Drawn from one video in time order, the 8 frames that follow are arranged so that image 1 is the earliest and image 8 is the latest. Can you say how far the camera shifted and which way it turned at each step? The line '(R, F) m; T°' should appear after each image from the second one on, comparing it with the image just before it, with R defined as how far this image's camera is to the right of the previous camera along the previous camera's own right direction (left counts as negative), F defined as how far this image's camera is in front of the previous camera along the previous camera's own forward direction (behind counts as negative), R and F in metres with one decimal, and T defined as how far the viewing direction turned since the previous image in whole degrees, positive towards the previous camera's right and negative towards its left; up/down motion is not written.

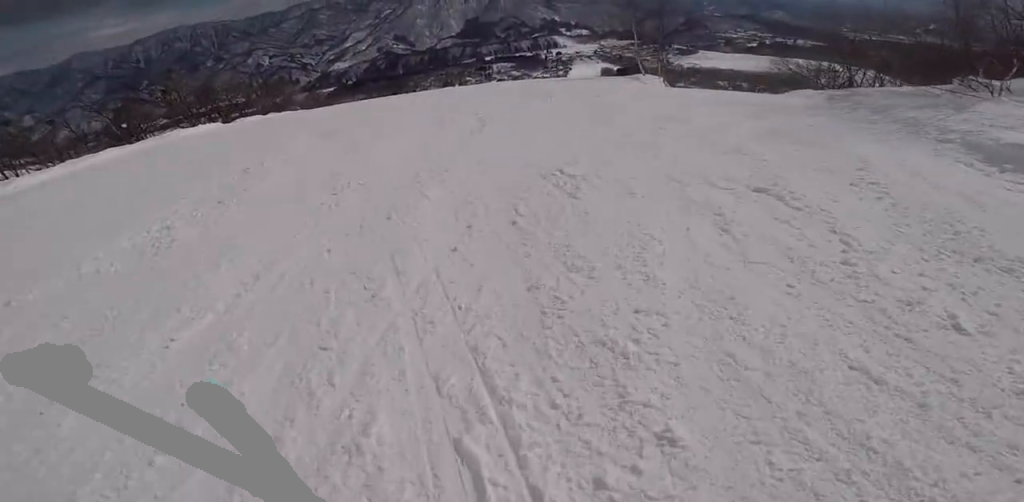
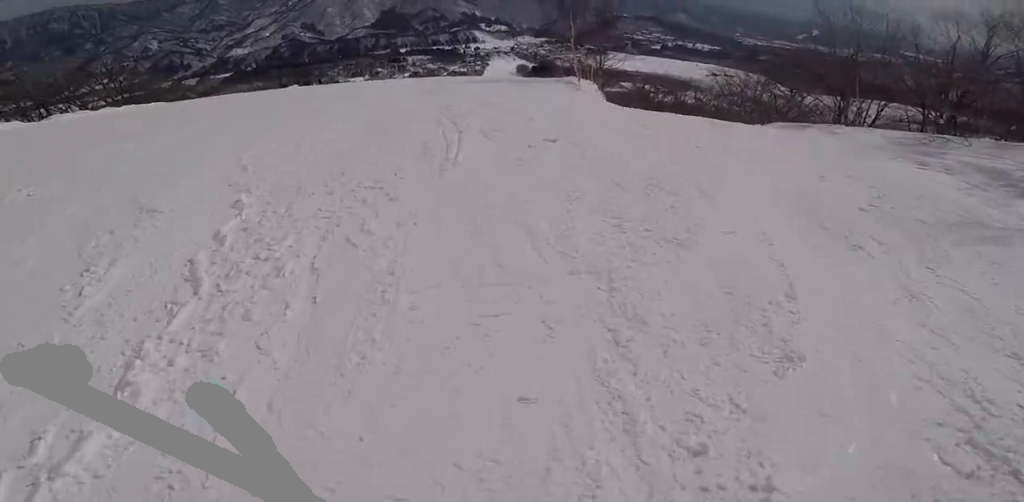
(+1.1, +8.7) m; +7°
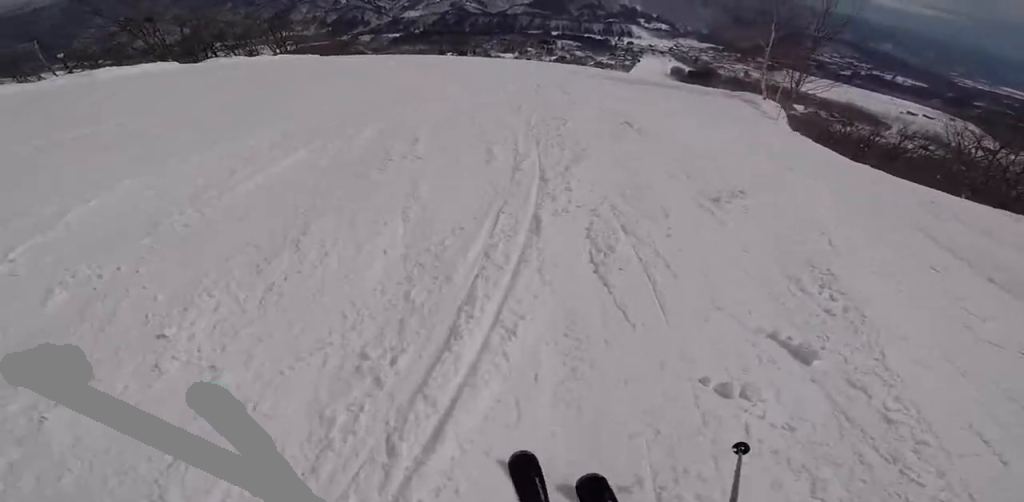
(-0.2, +4.9) m; -5°
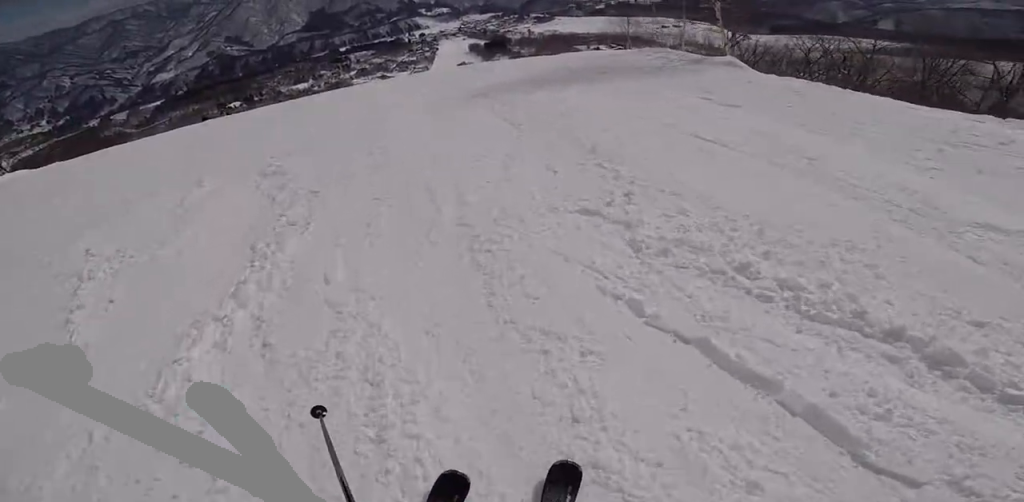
(-1.1, +11.1) m; -6°
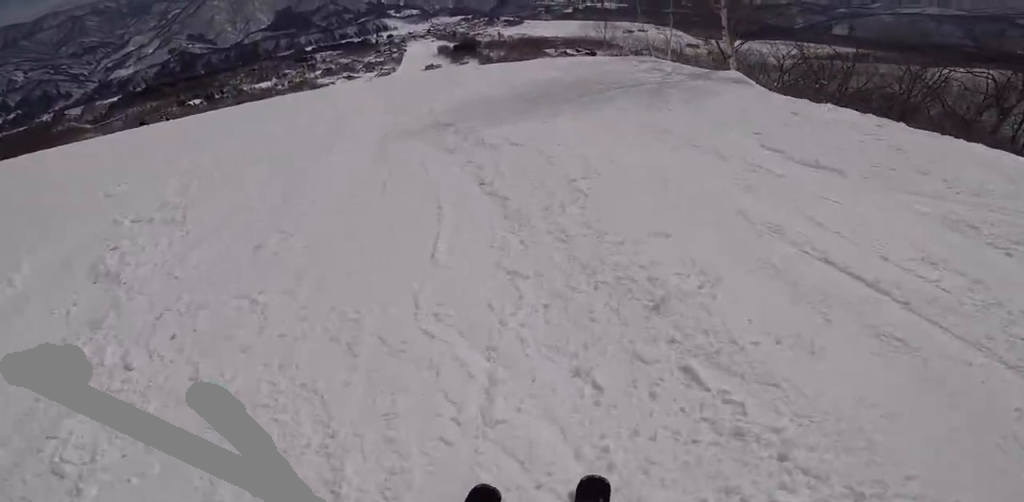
(0.0, +2.5) m; +1°
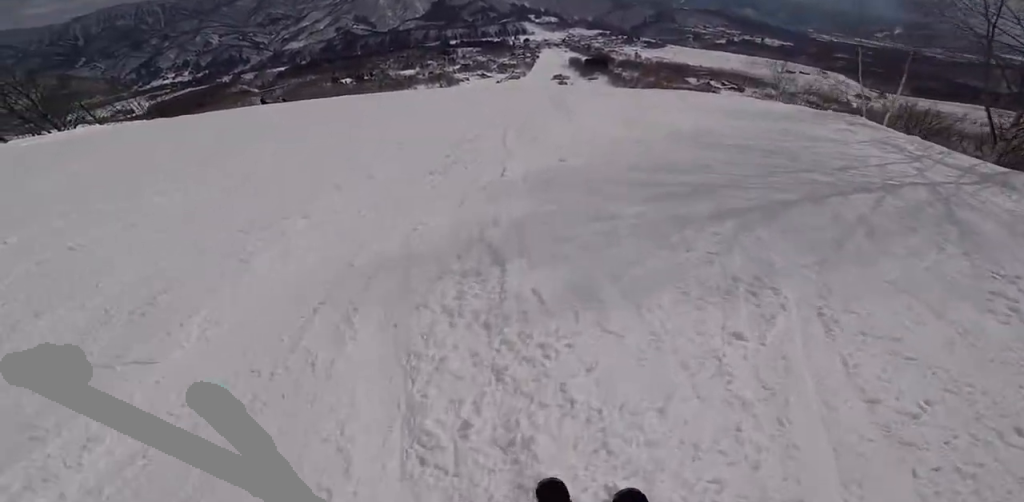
(0.0, +4.1) m; +7°
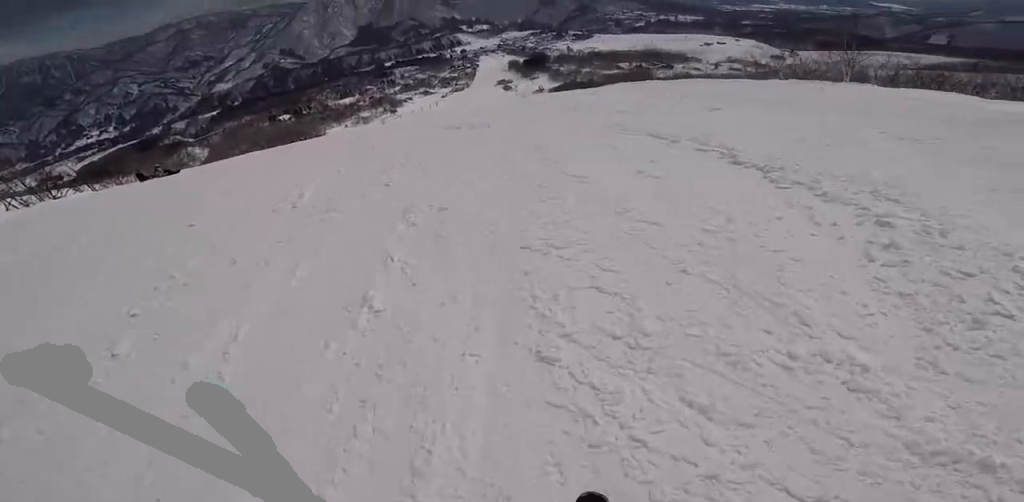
(+2.0, +7.9) m; +21°
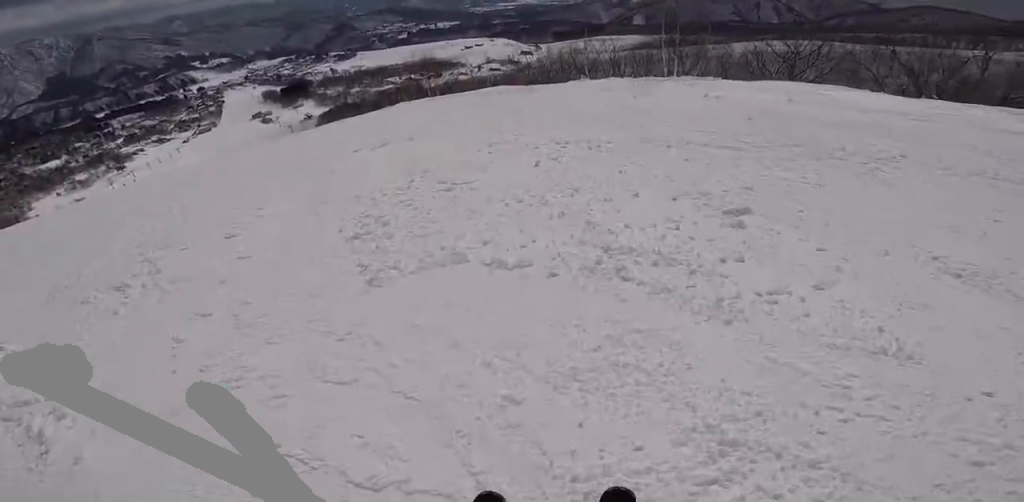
(+0.3, +6.6) m; +13°
